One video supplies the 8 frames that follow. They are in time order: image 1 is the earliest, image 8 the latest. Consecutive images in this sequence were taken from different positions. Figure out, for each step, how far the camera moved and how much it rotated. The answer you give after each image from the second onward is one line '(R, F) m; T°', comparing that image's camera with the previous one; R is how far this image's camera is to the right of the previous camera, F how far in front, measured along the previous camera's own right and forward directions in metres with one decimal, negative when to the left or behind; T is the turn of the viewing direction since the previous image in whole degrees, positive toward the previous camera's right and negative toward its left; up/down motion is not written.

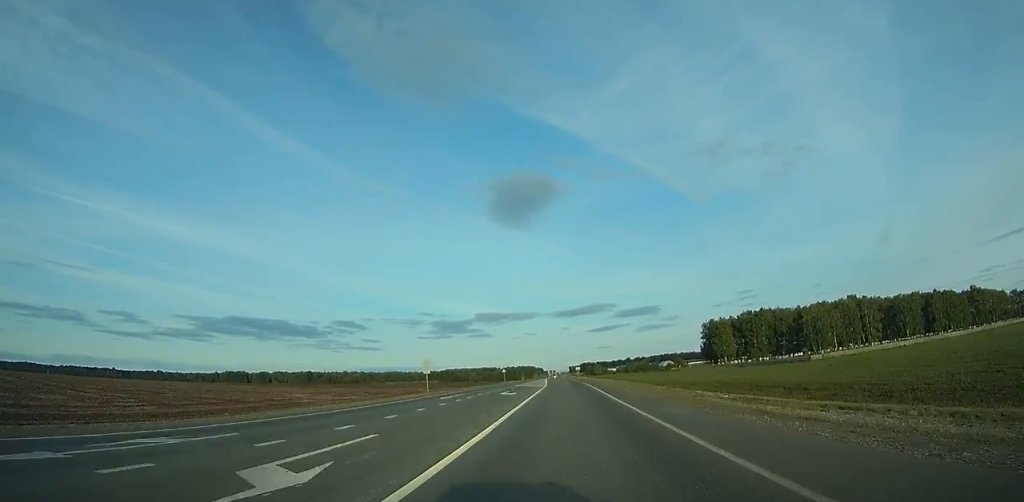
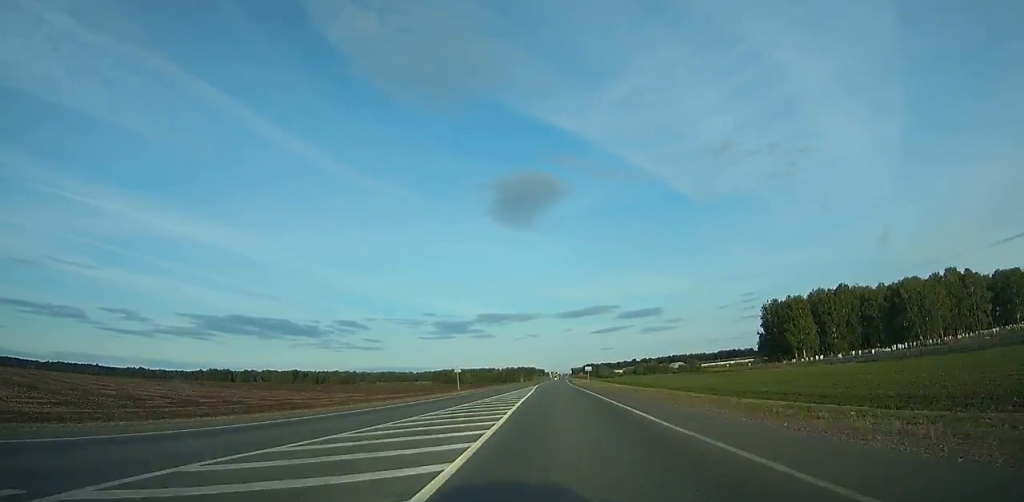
(-0.3, +62.4) m; 0°
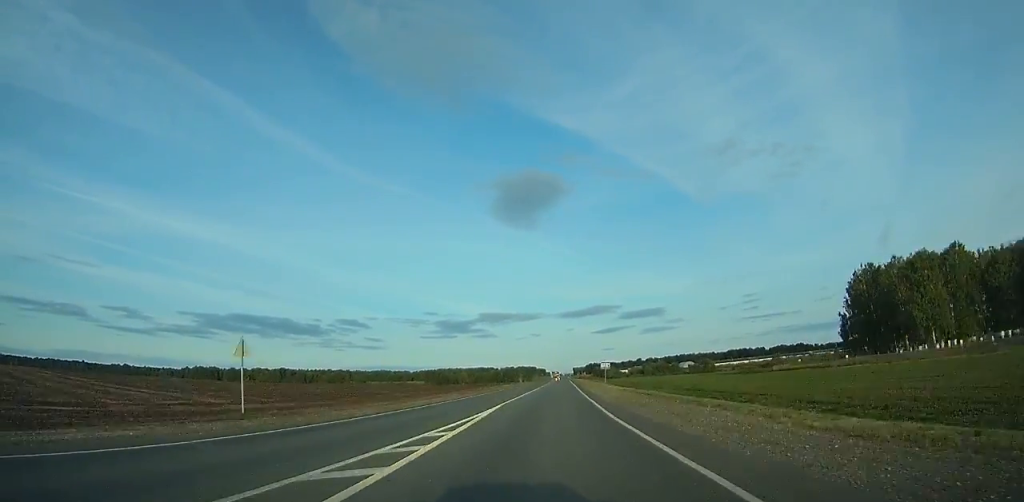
(-0.2, +49.8) m; 0°
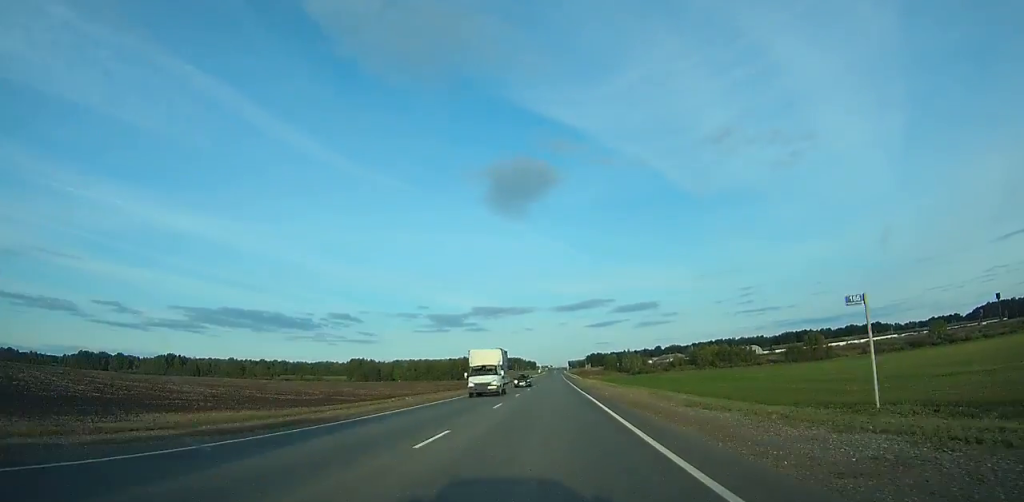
(+0.3, +251.9) m; 0°
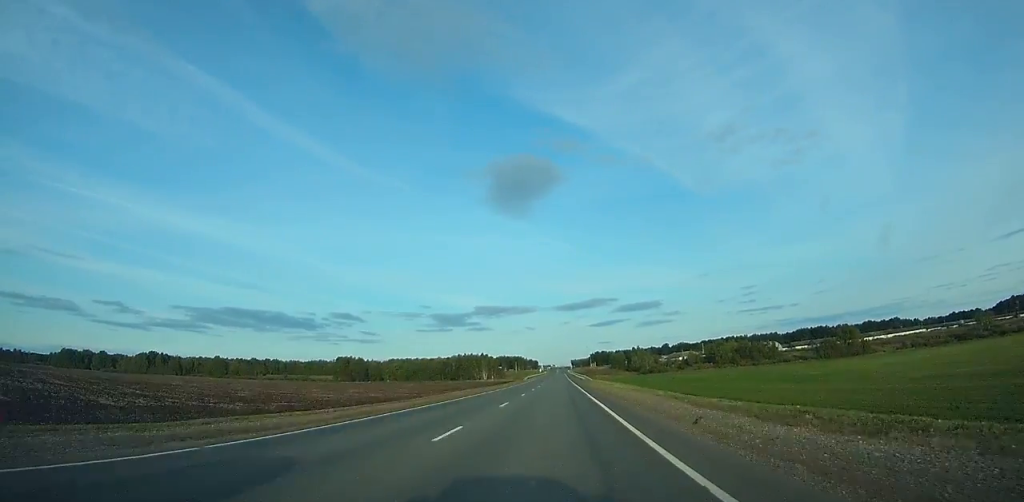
(-0.1, +34.7) m; 0°
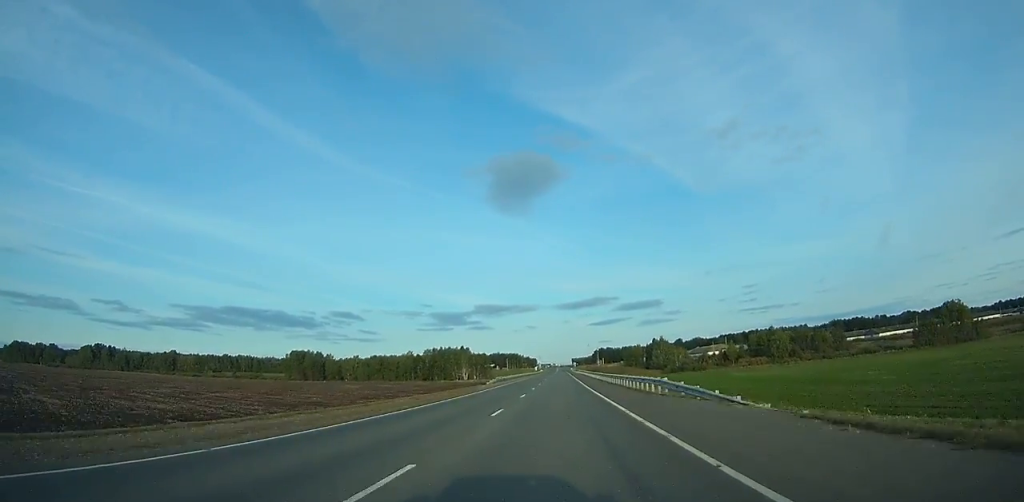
(-0.2, +76.5) m; 0°
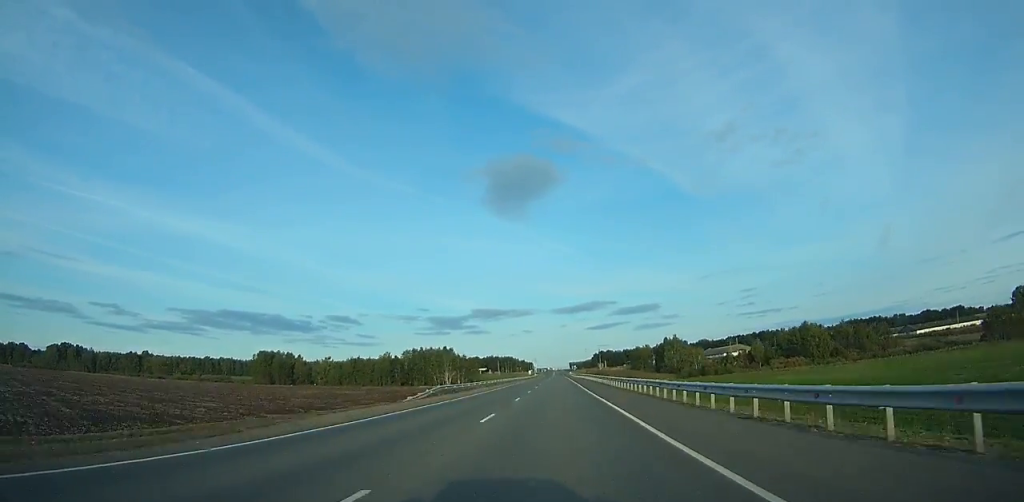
(0.0, +35.3) m; 0°
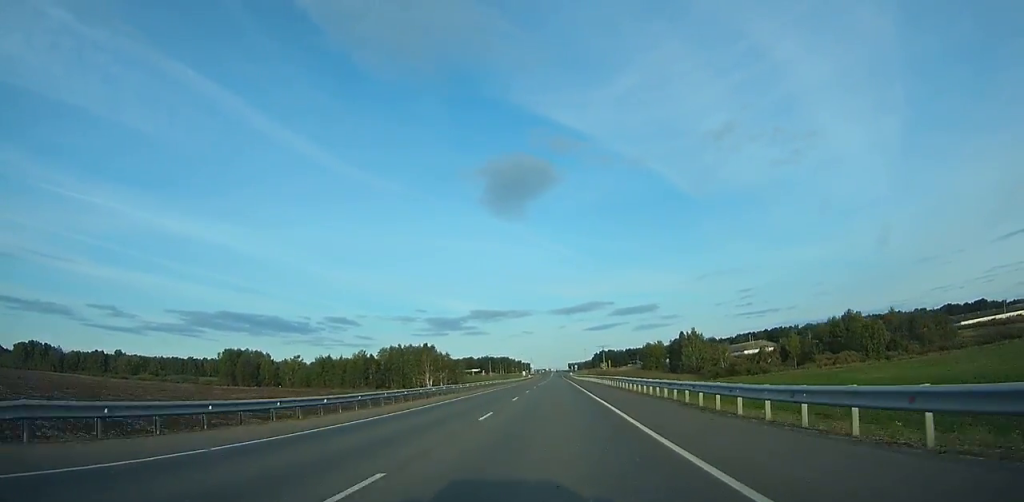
(0.0, +32.5) m; 0°
